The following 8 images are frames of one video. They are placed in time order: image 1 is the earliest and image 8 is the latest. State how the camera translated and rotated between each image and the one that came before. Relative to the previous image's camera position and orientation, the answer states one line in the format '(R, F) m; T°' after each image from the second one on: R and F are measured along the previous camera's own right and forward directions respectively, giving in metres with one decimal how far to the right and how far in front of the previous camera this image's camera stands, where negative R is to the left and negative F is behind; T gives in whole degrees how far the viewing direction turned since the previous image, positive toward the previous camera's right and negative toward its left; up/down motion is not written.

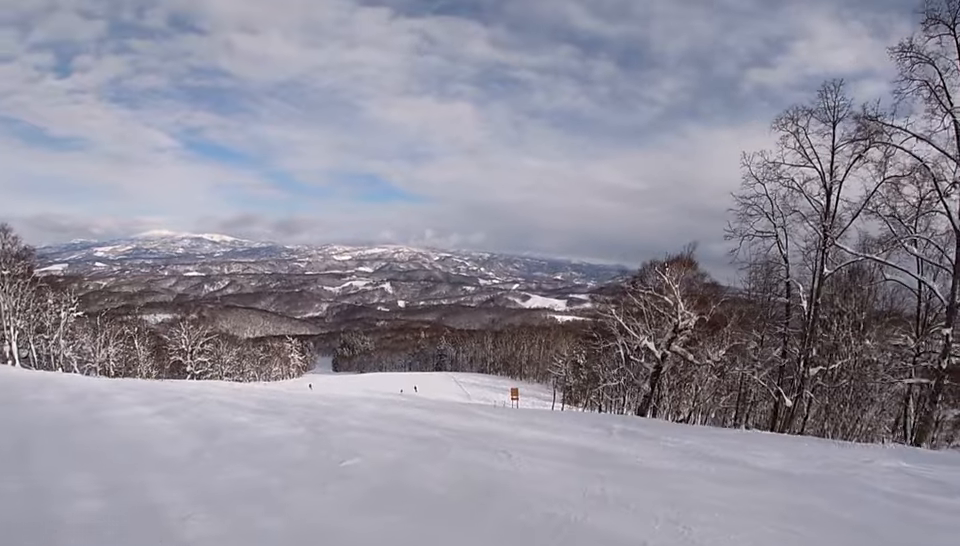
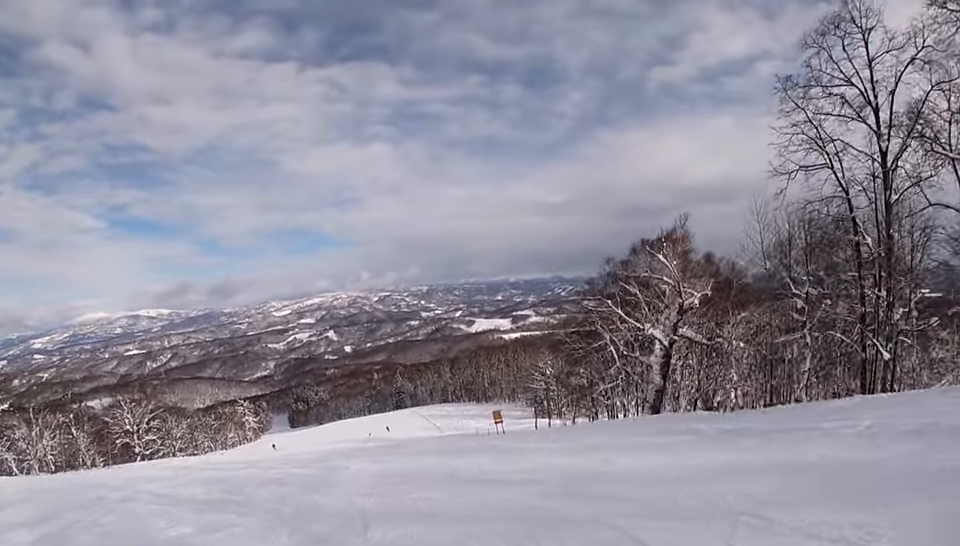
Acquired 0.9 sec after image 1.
(-0.7, +5.5) m; +9°
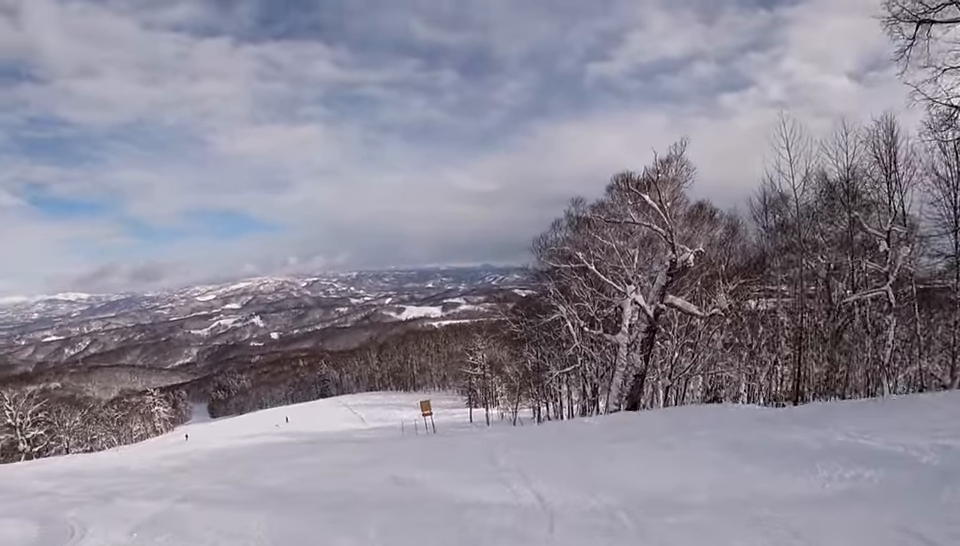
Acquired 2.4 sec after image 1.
(+2.6, +8.2) m; +13°
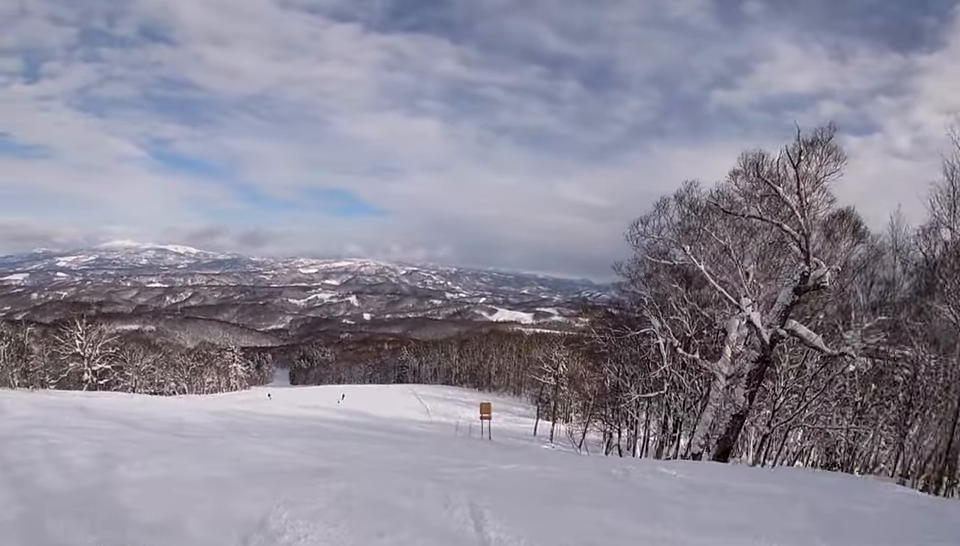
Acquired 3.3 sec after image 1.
(-0.9, +4.6) m; -20°
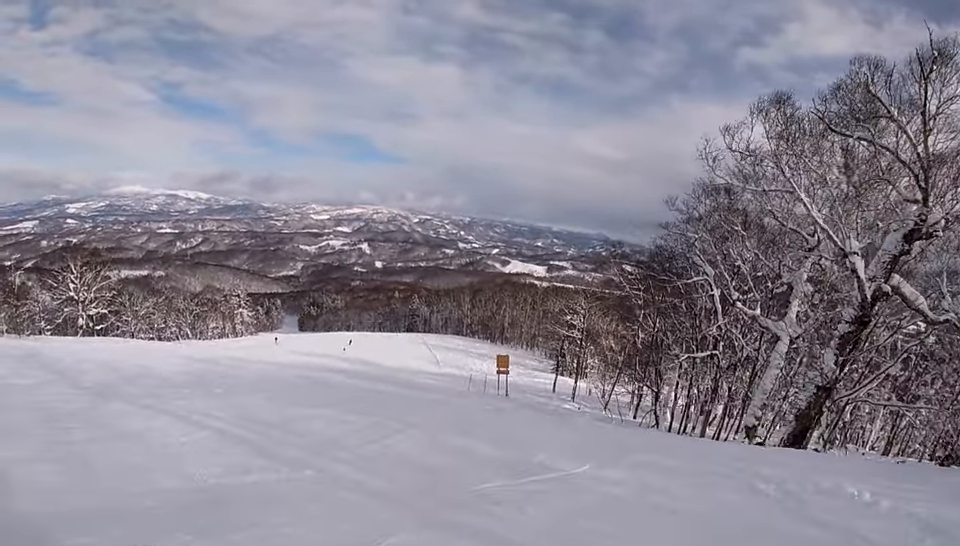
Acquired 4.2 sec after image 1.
(-0.8, +4.3) m; -9°
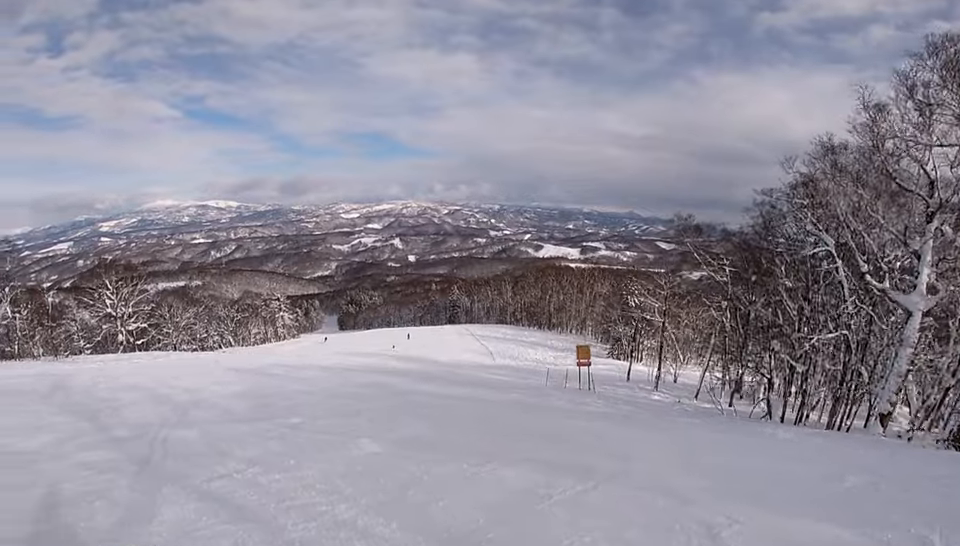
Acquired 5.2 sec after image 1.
(+0.1, +5.0) m; +8°
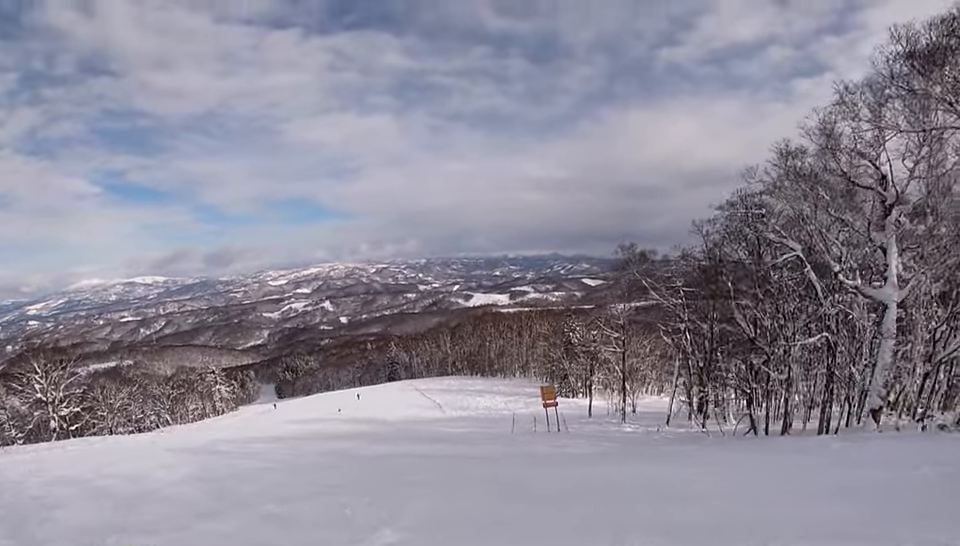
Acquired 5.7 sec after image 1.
(+0.3, +2.6) m; +5°
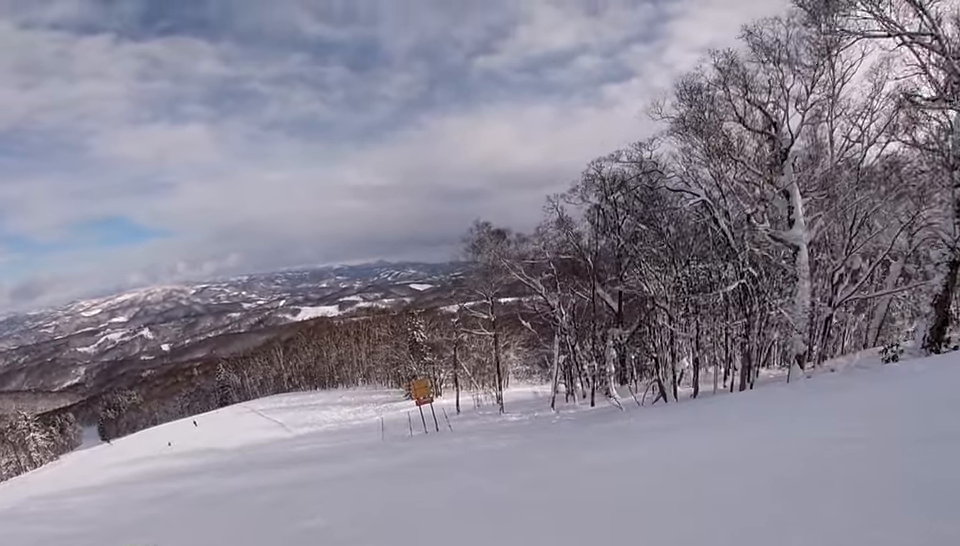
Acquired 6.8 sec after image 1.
(+0.4, +5.3) m; +26°
